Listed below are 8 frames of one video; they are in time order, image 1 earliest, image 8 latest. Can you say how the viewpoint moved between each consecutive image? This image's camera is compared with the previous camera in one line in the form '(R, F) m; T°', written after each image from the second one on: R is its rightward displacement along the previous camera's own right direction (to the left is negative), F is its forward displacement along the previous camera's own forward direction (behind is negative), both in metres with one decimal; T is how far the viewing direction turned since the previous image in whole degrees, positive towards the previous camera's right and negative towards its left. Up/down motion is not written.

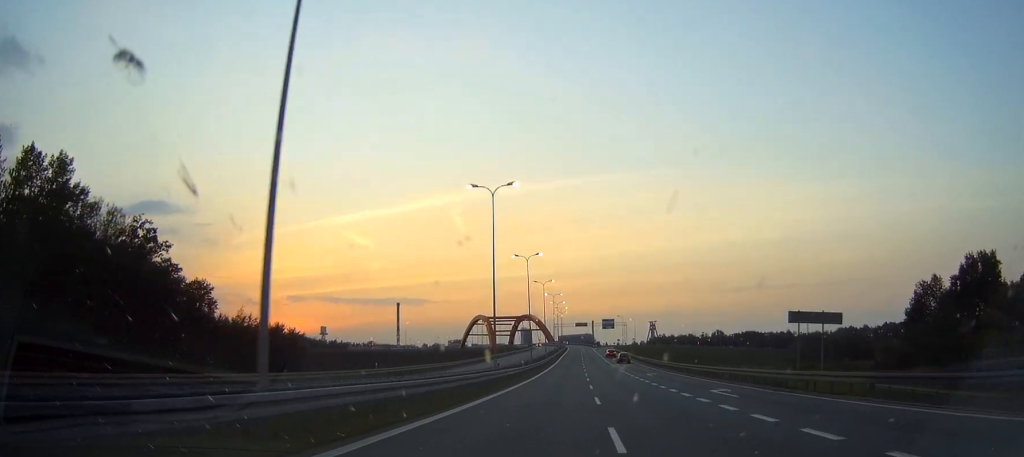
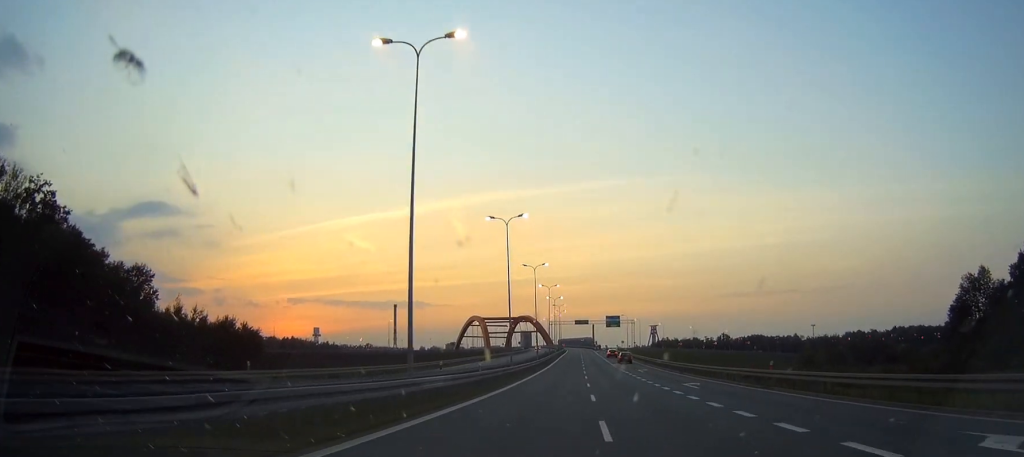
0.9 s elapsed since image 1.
(0.0, +16.7) m; 0°
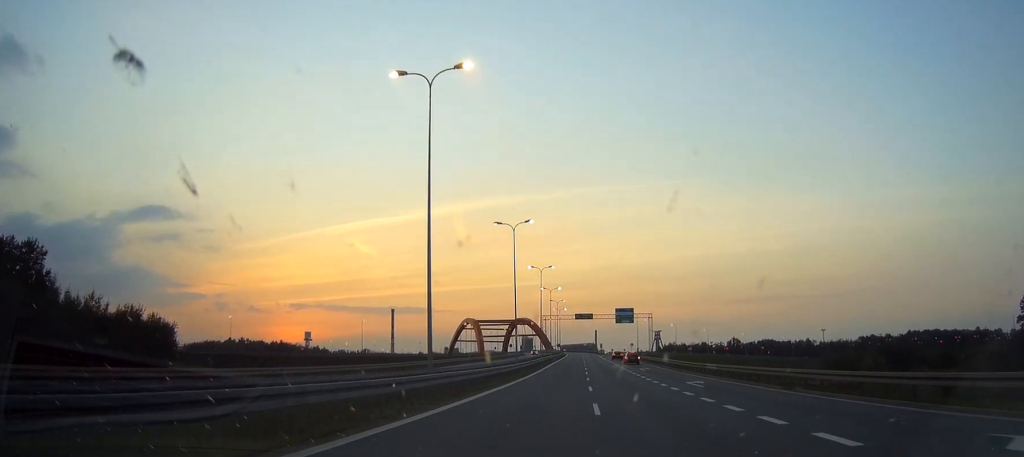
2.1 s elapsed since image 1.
(0.0, +21.6) m; 0°
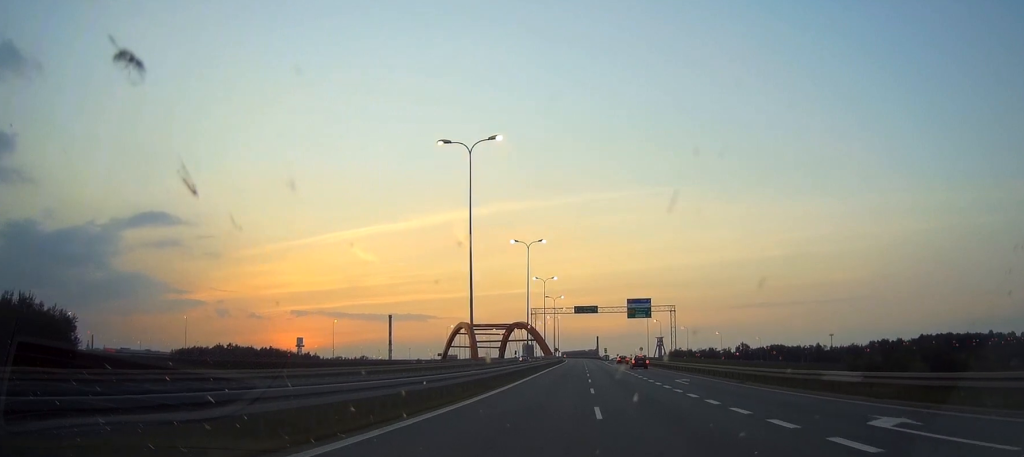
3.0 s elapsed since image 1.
(0.0, +17.2) m; 0°
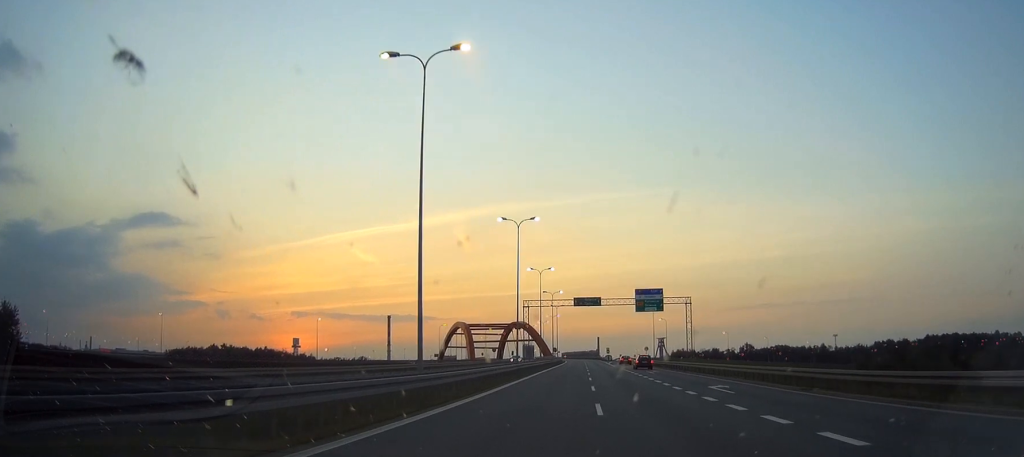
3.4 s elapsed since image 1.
(0.0, +8.0) m; 0°
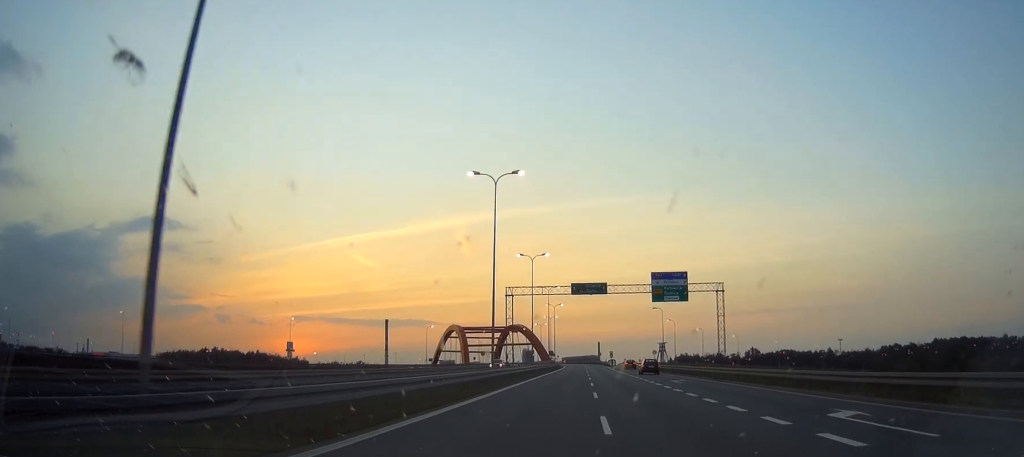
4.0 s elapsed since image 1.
(0.0, +11.0) m; 0°
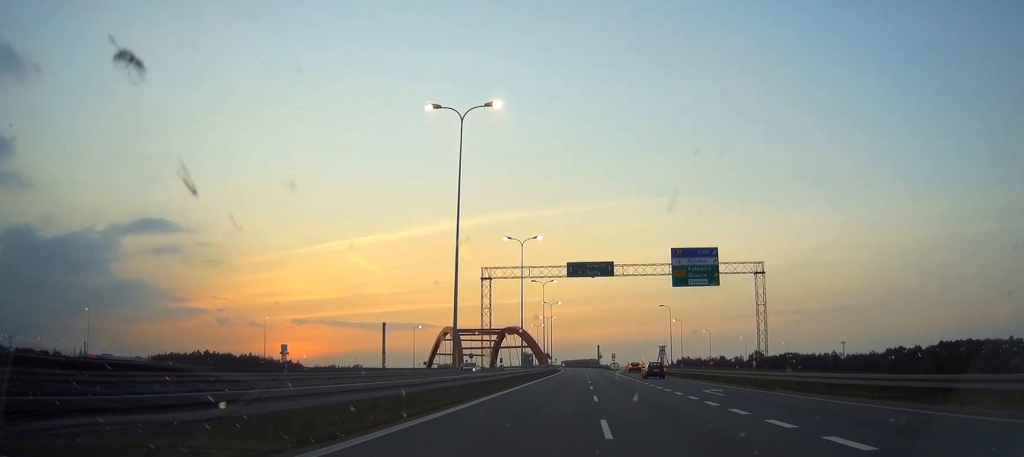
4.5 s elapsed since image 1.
(0.0, +8.5) m; 0°
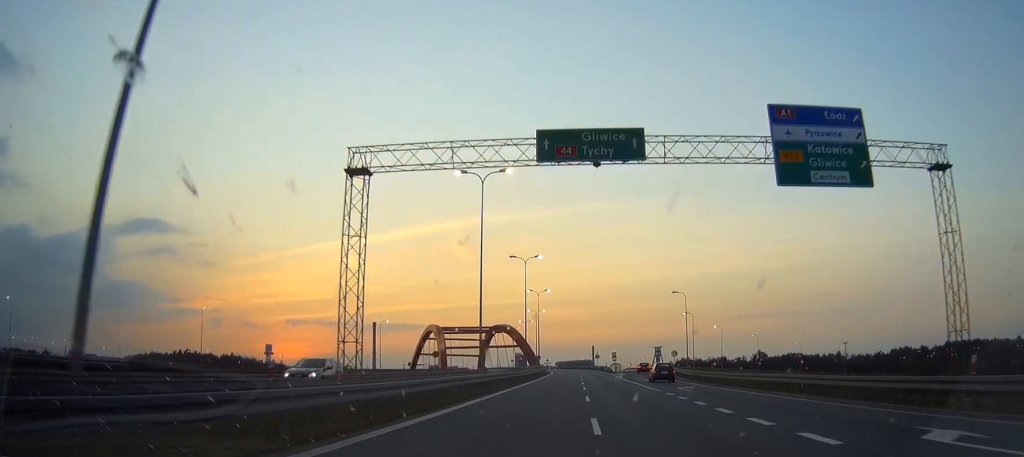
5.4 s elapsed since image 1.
(0.0, +15.8) m; 0°
